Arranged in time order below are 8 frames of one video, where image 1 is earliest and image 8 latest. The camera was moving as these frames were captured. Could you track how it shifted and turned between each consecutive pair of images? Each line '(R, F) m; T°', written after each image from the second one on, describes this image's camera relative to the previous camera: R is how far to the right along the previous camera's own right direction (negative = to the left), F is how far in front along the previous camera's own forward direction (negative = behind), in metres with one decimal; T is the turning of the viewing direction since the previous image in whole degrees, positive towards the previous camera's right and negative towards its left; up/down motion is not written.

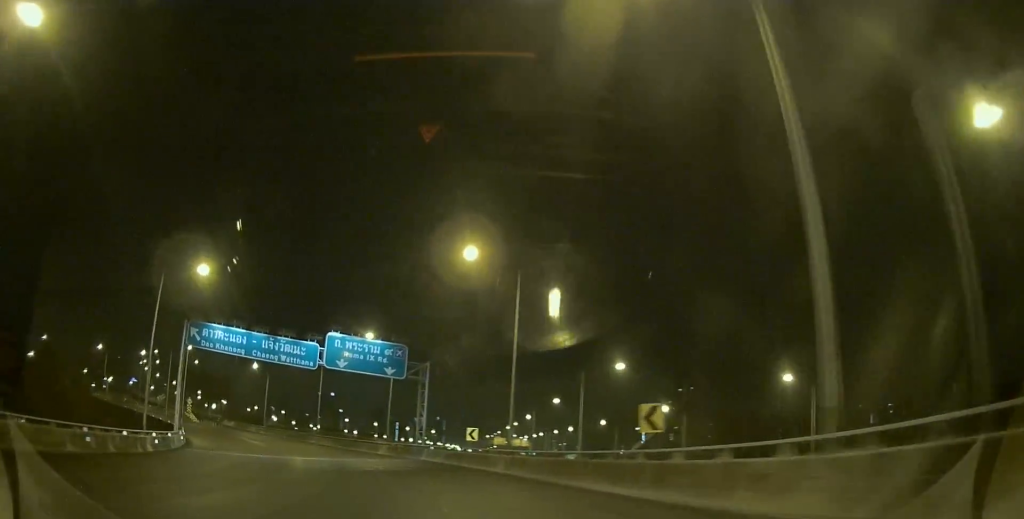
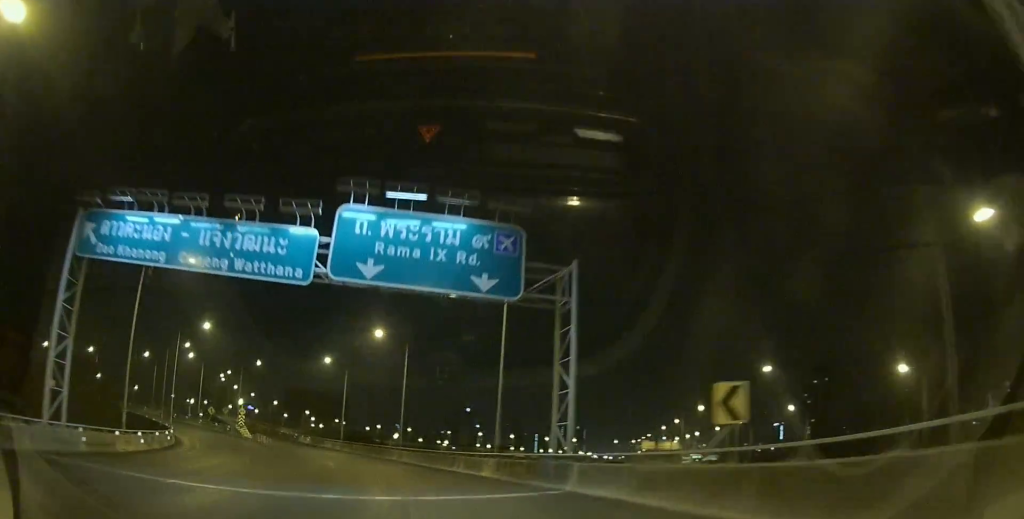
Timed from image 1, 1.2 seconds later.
(-2.5, +23.1) m; -13°
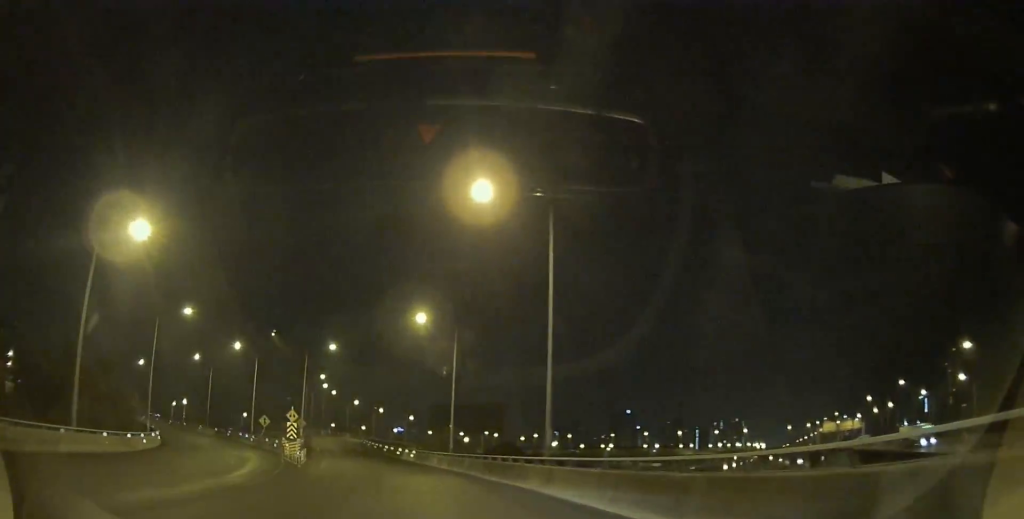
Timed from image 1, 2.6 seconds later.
(-3.5, +27.1) m; -13°
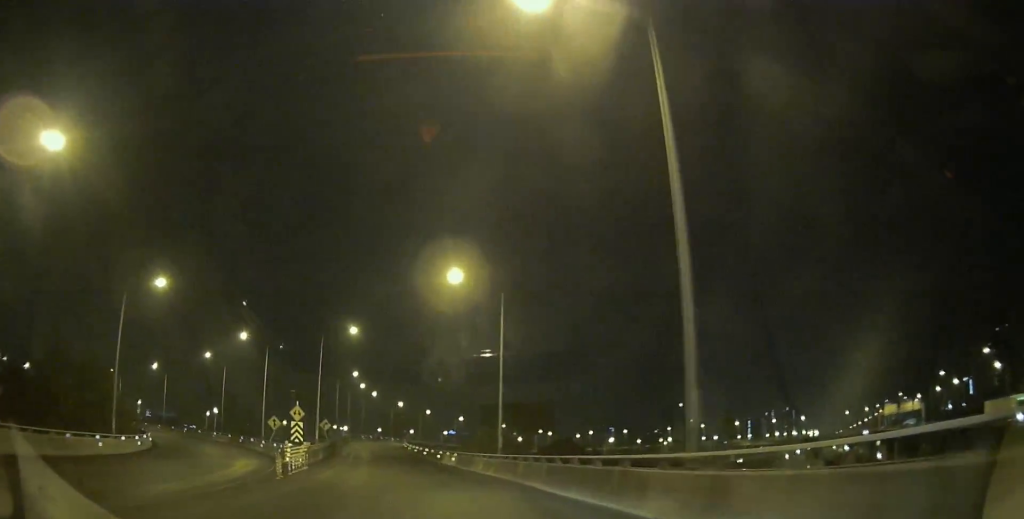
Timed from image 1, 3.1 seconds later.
(-0.2, +9.9) m; -5°
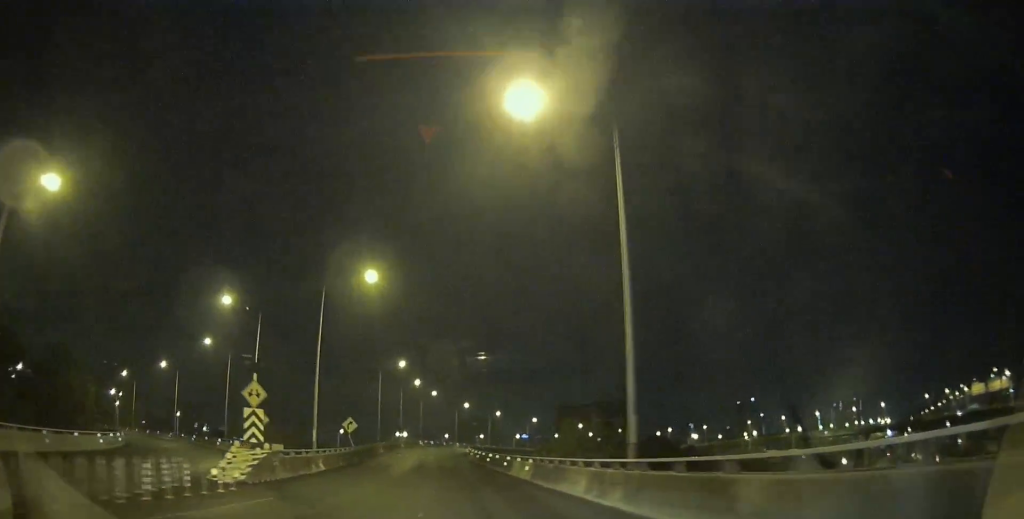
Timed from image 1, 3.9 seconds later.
(-1.3, +15.7) m; -6°
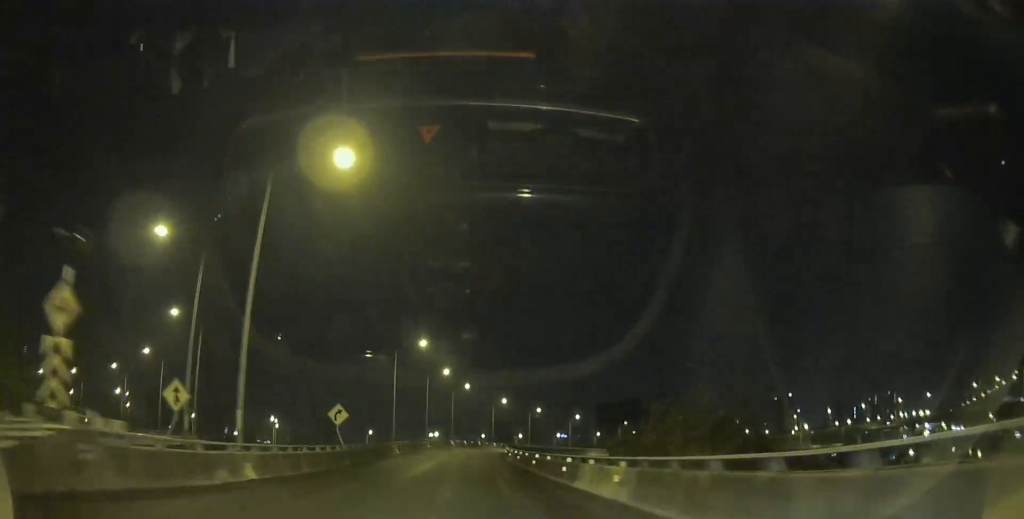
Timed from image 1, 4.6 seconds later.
(-0.5, +12.9) m; -3°
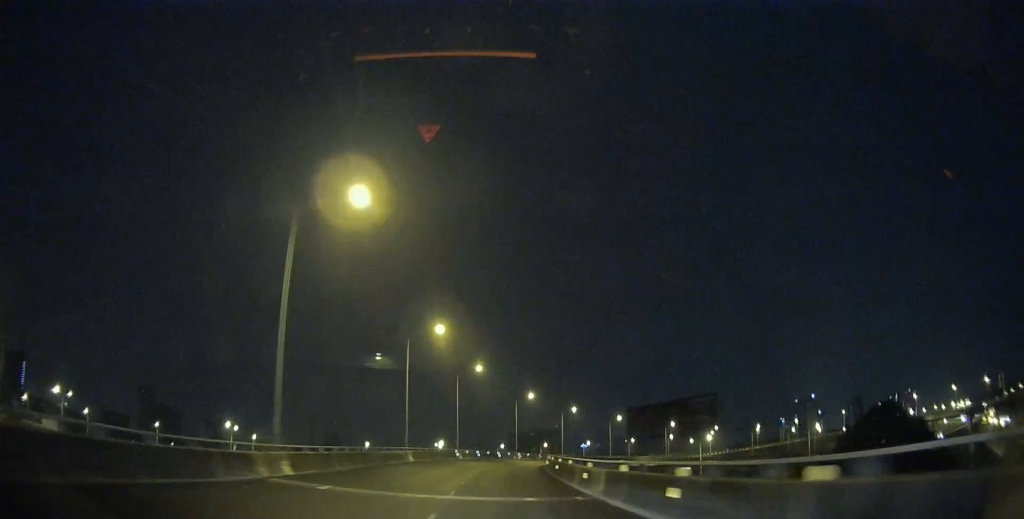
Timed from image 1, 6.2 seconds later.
(-1.0, +32.5) m; -1°
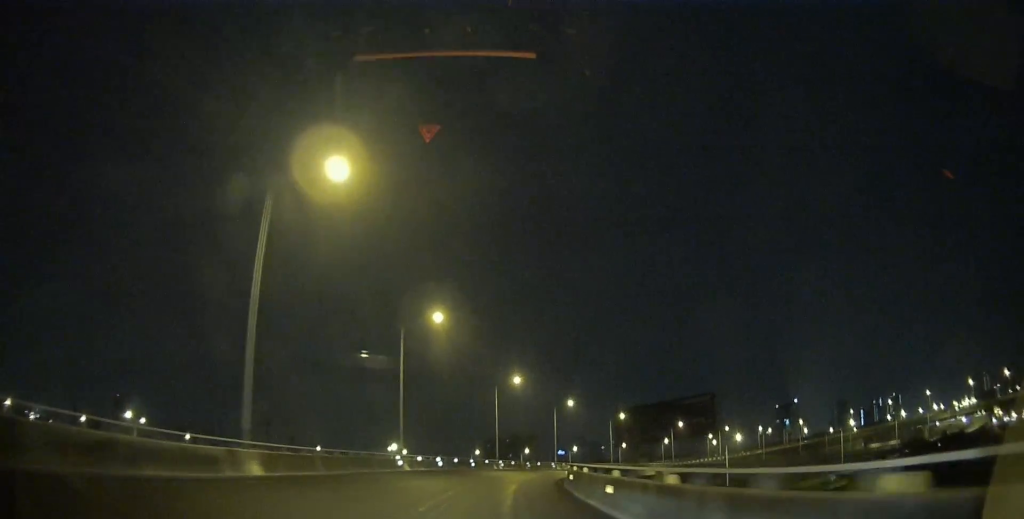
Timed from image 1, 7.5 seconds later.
(+0.8, +26.0) m; +4°
